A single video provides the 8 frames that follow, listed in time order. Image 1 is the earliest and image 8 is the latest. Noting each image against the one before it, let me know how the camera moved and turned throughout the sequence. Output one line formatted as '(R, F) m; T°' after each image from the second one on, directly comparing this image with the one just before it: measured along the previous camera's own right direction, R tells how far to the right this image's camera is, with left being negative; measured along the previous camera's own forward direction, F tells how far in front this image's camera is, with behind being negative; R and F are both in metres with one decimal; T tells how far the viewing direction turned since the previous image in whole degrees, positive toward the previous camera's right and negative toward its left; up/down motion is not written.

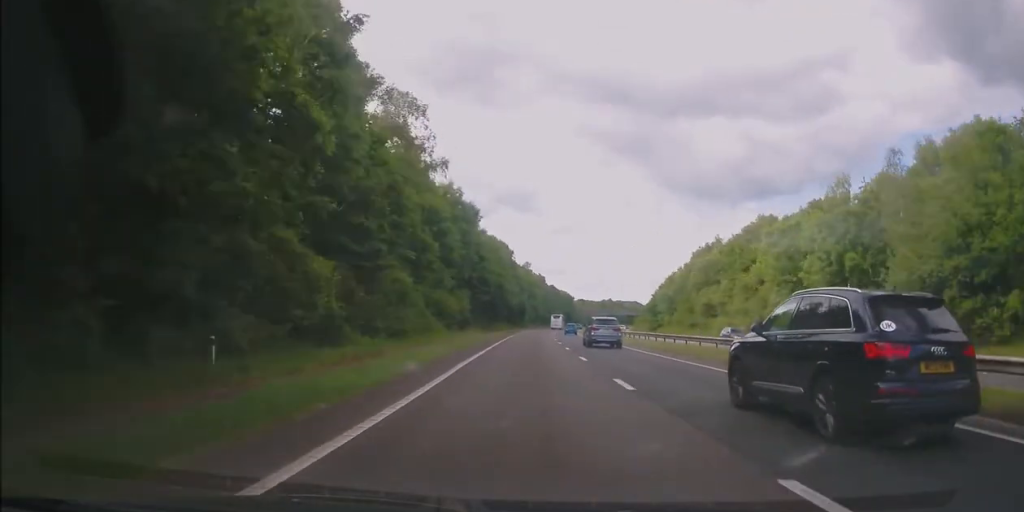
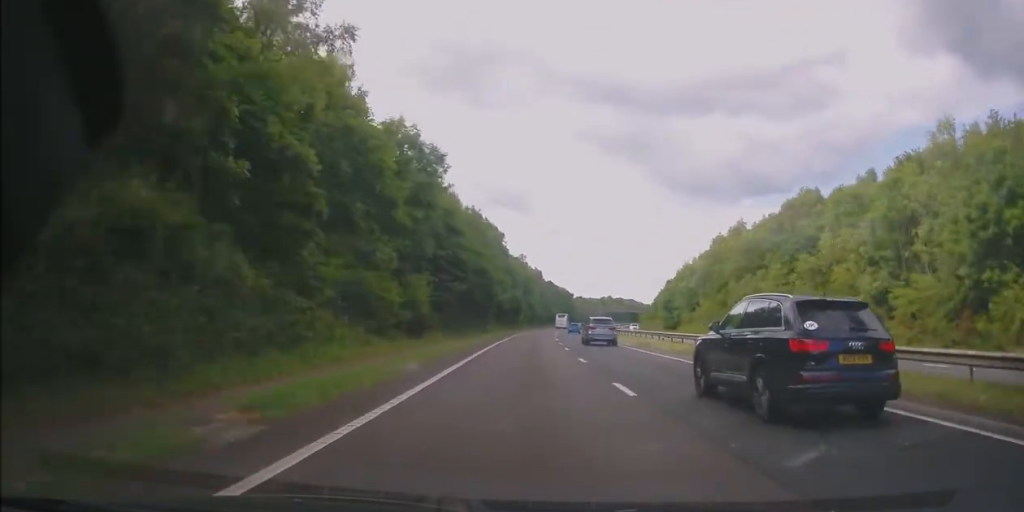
(0.0, +19.5) m; 0°
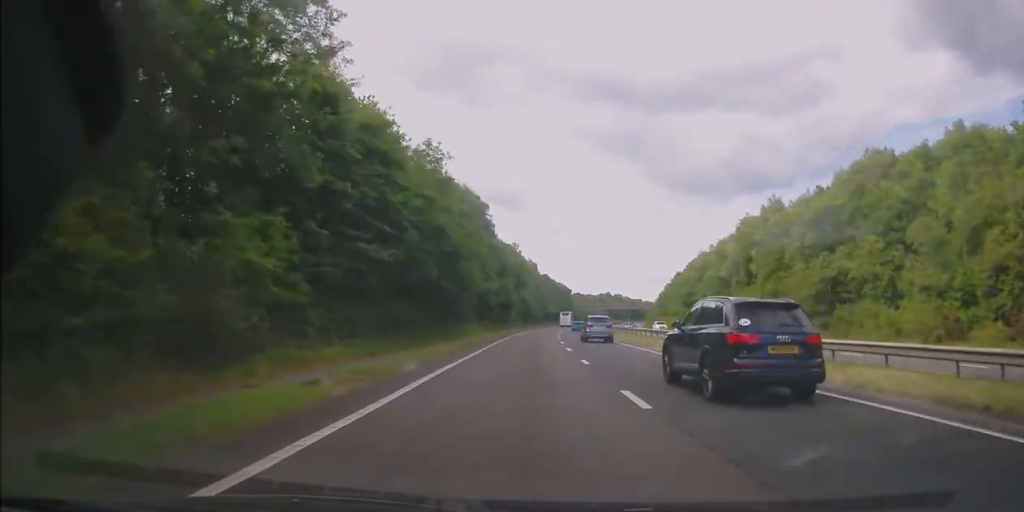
(+0.2, +20.3) m; +1°
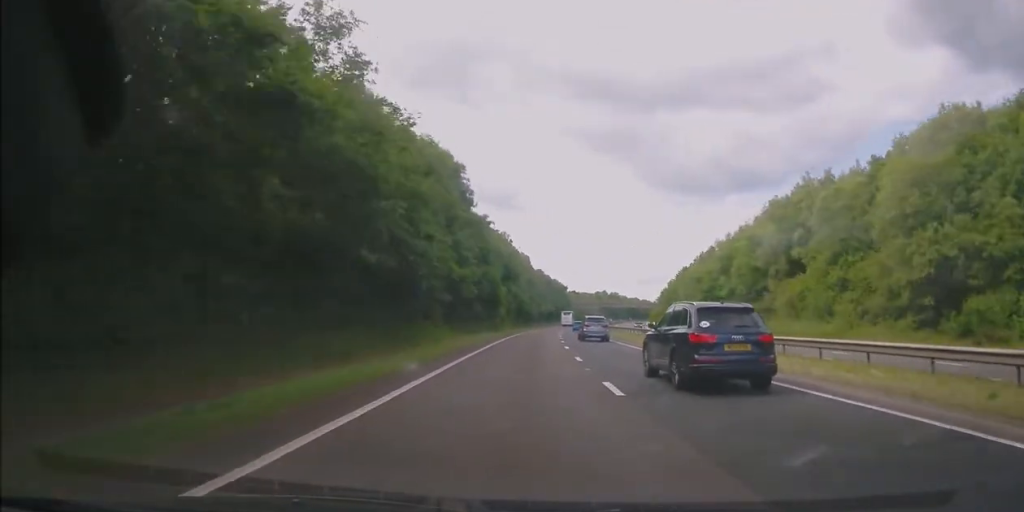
(0.0, +16.7) m; +1°
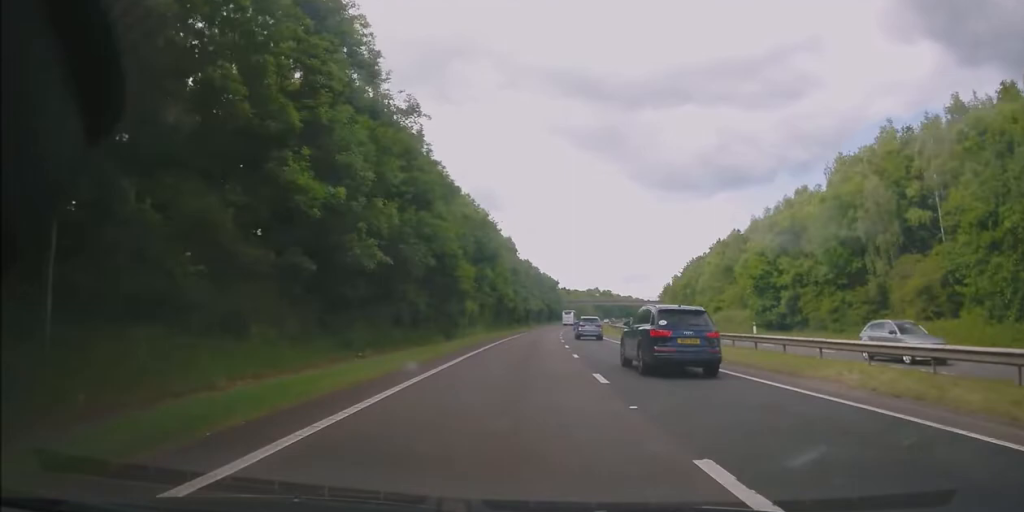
(+0.4, +26.0) m; +1°
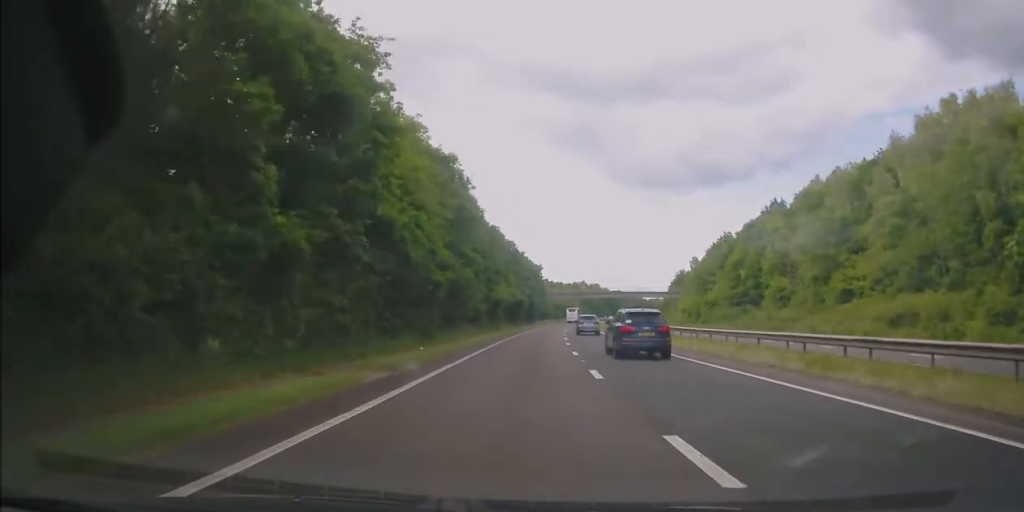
(+0.7, +45.1) m; +2°
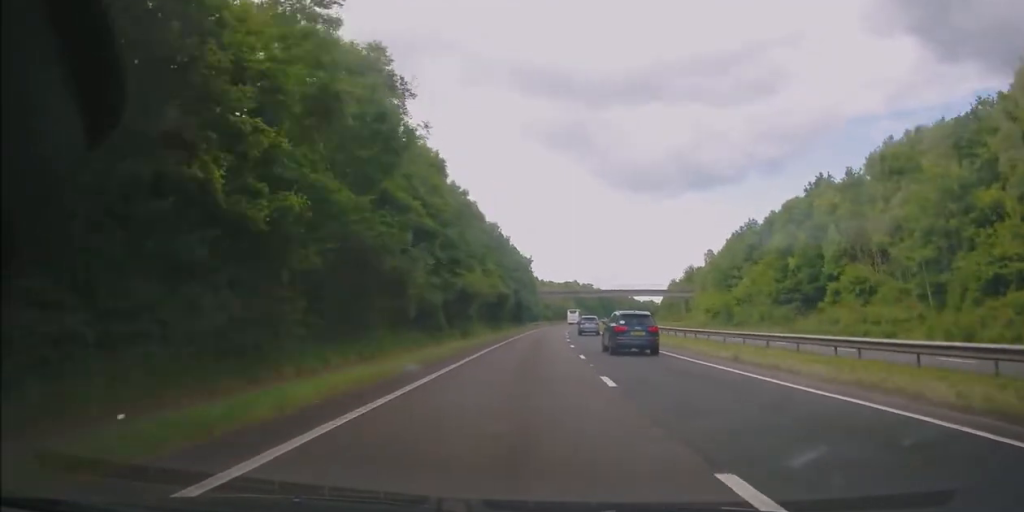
(+0.4, +20.1) m; +1°
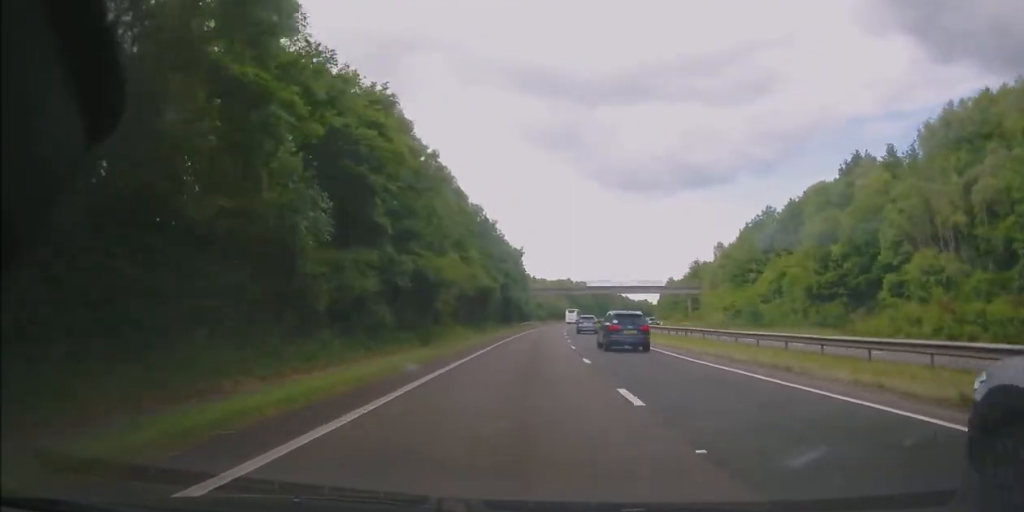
(+0.1, +12.0) m; +1°
